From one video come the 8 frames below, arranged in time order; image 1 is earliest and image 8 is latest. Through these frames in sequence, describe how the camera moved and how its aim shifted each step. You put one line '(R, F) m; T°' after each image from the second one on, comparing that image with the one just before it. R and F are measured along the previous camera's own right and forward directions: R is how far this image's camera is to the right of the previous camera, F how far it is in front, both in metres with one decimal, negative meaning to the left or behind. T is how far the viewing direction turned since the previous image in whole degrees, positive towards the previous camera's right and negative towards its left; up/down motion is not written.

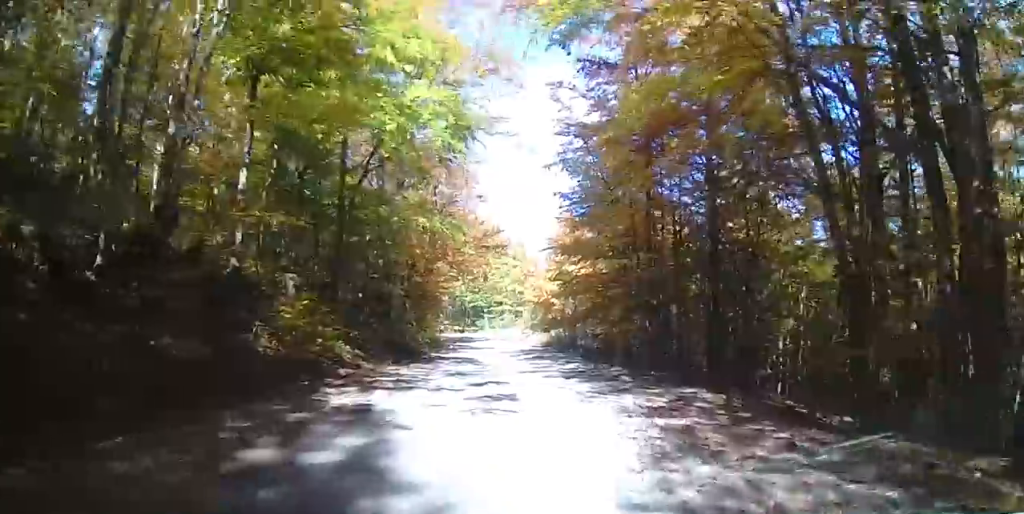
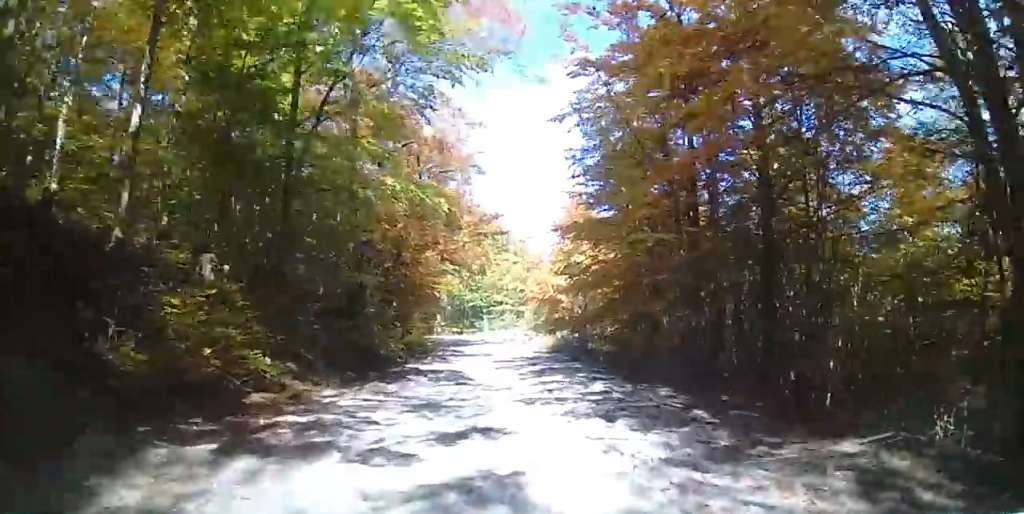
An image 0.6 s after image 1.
(0.0, +5.7) m; 0°
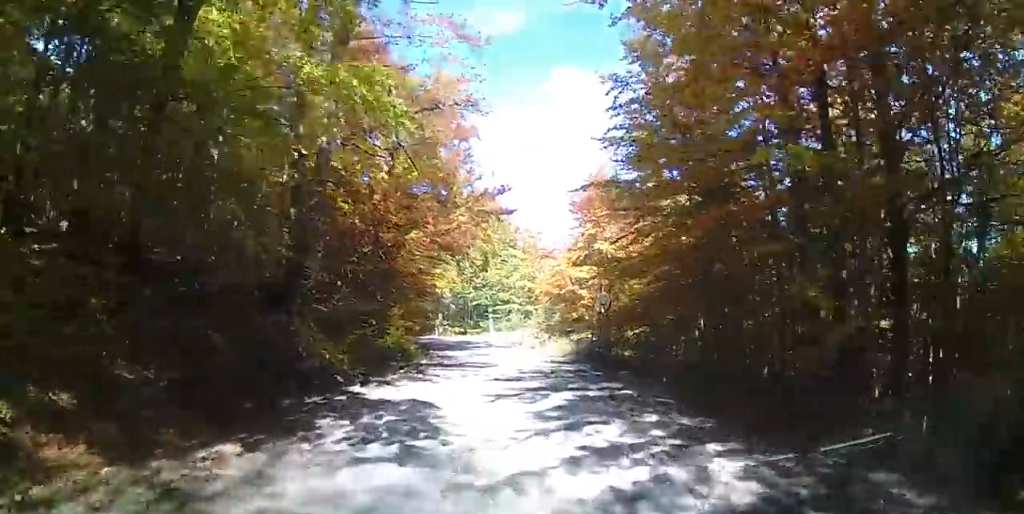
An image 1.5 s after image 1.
(0.0, +7.4) m; 0°
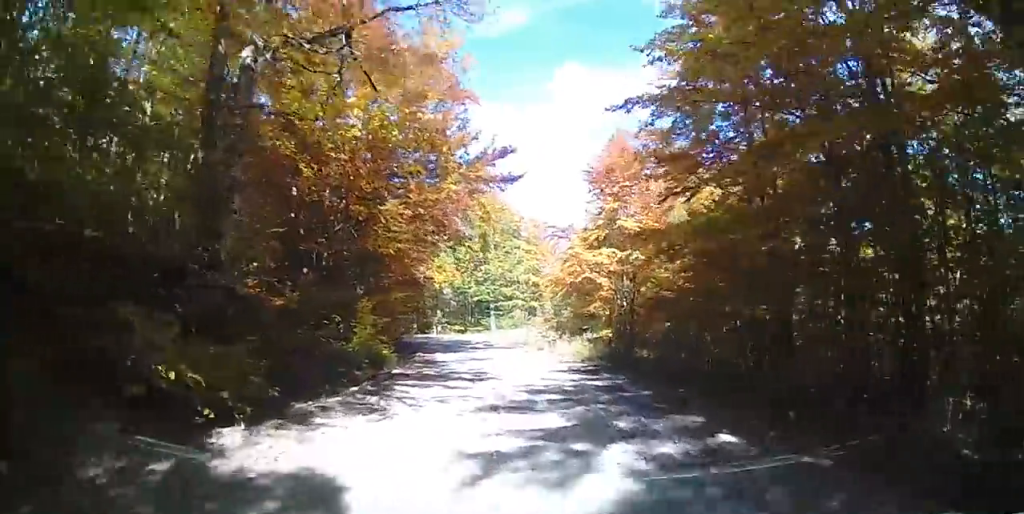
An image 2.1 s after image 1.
(0.0, +5.6) m; 0°
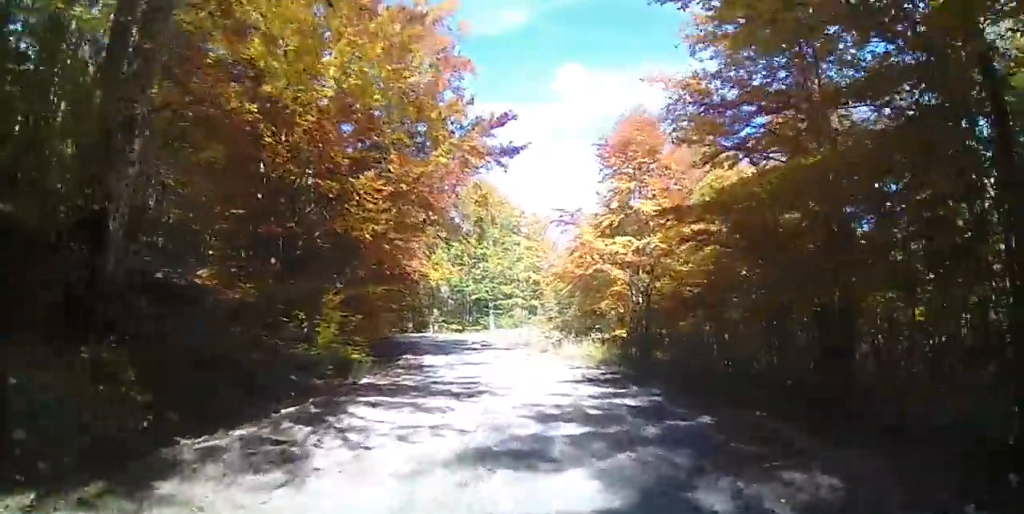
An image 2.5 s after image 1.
(0.0, +3.5) m; -1°
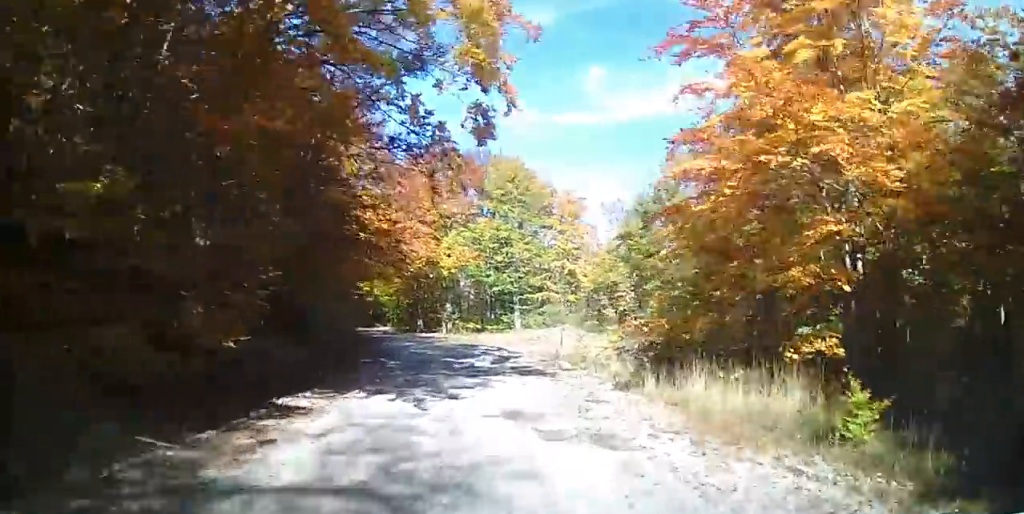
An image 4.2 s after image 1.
(-0.7, +14.2) m; -6°
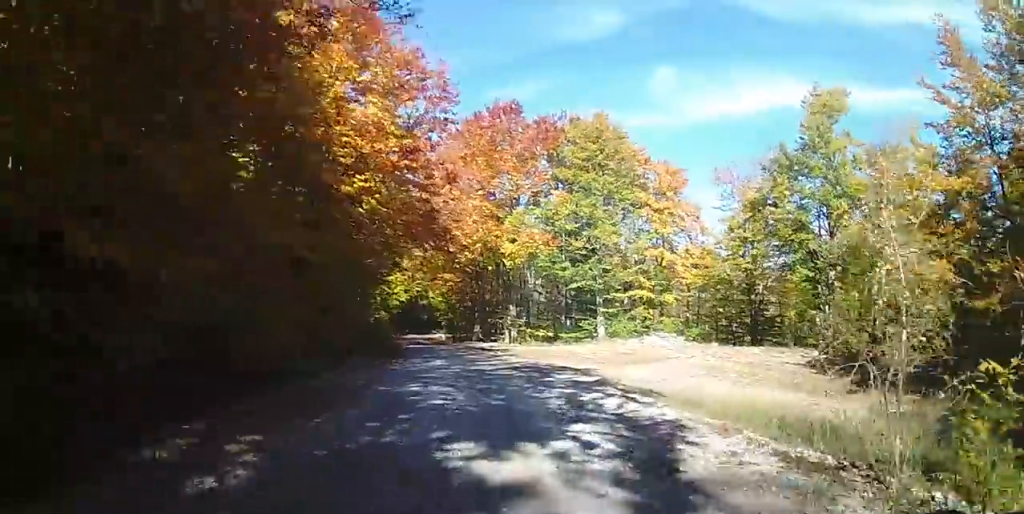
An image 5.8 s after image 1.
(-1.0, +13.6) m; -8°
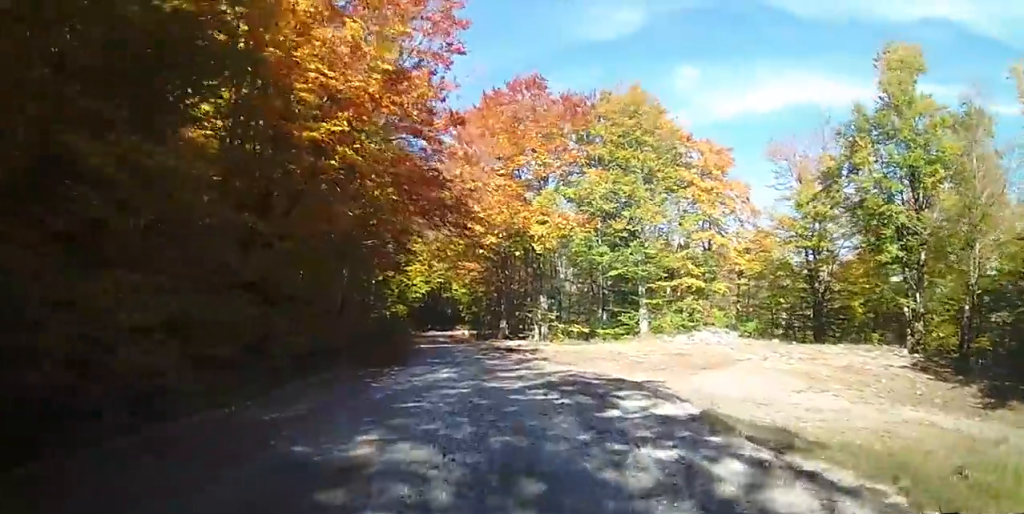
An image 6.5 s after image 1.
(-0.1, +5.7) m; -1°
